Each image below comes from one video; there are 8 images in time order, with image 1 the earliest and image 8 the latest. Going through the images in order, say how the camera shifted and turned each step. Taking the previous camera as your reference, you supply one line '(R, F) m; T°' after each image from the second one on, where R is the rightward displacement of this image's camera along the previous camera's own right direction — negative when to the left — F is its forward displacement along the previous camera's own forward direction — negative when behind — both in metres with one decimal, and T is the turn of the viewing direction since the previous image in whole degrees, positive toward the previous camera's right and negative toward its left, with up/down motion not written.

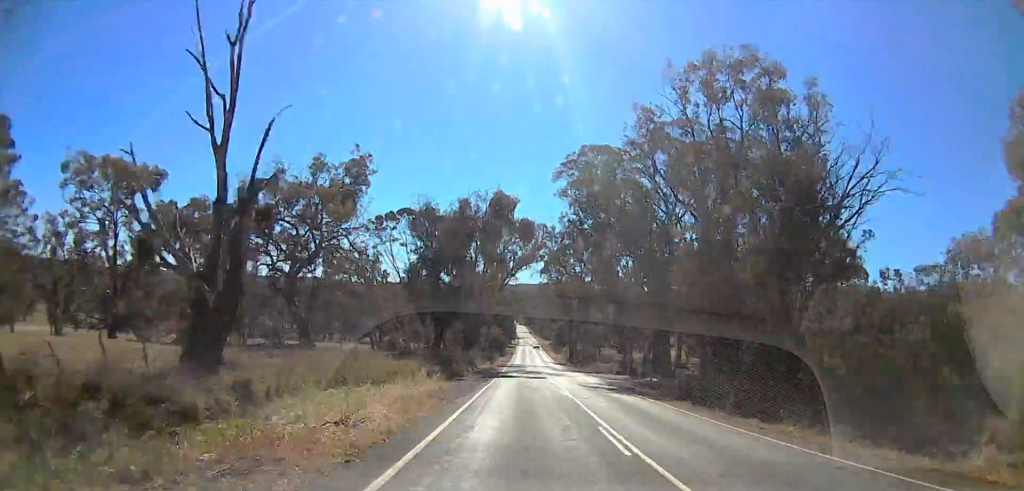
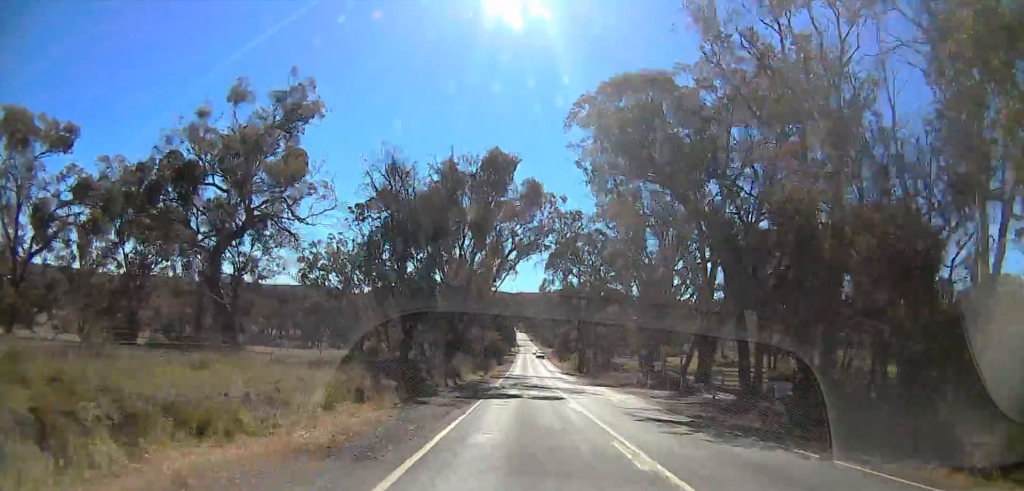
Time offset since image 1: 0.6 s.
(0.0, +14.7) m; 0°
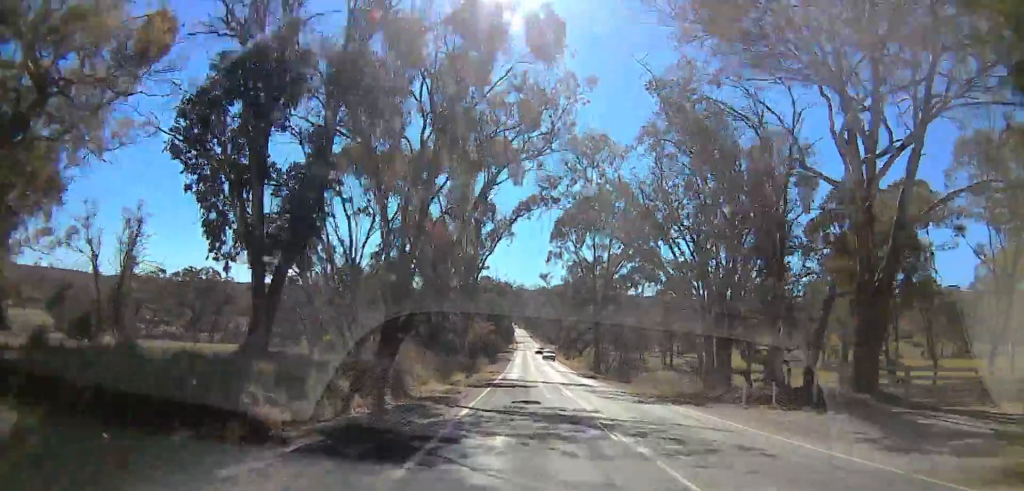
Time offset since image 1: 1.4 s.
(0.0, +20.8) m; 0°
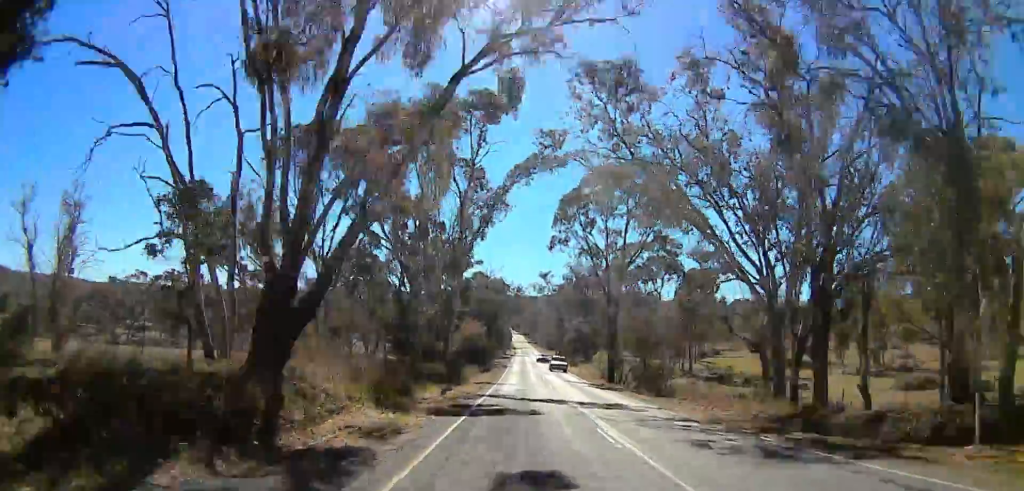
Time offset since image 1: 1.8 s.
(0.0, +12.2) m; 0°
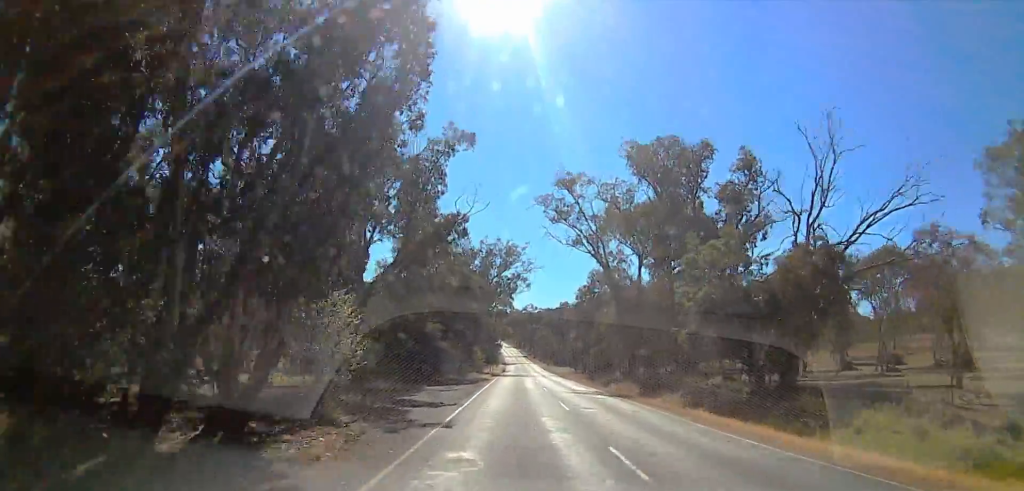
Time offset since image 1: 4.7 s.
(+2.6, +74.6) m; +1°
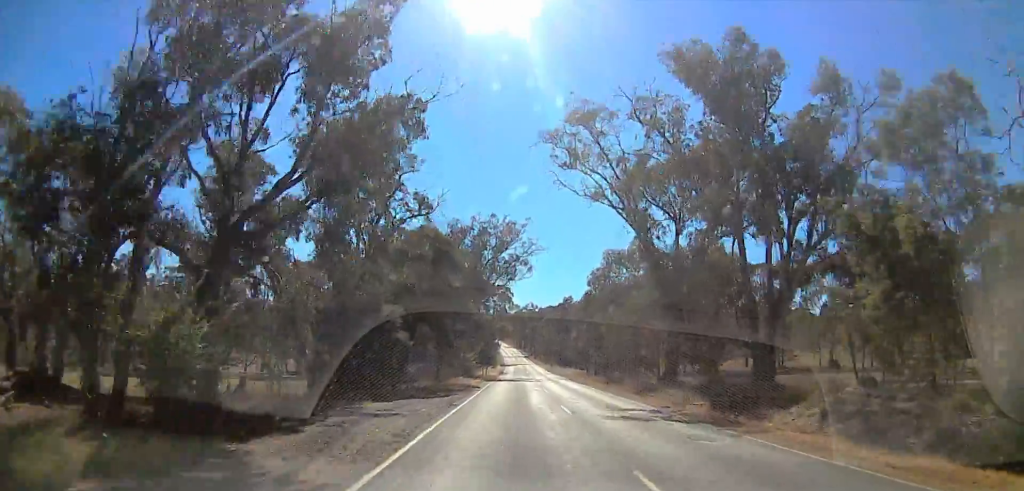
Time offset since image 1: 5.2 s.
(-0.2, +14.9) m; -2°
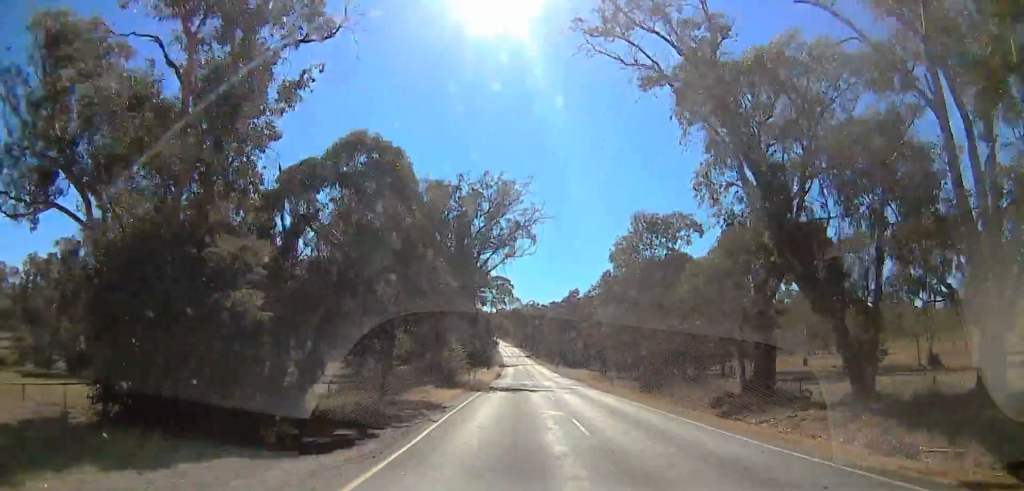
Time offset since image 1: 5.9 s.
(-0.8, +16.6) m; -2°
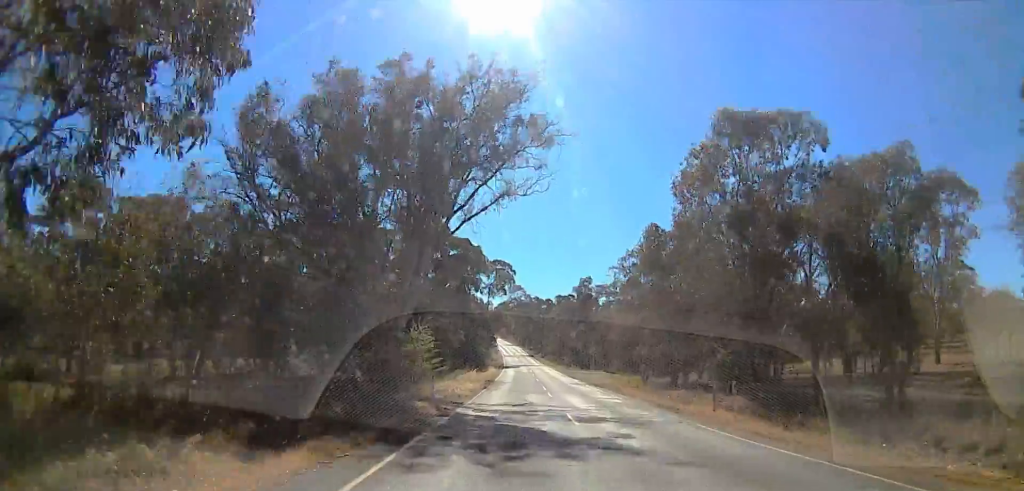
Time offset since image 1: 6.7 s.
(+0.2, +21.8) m; 0°
